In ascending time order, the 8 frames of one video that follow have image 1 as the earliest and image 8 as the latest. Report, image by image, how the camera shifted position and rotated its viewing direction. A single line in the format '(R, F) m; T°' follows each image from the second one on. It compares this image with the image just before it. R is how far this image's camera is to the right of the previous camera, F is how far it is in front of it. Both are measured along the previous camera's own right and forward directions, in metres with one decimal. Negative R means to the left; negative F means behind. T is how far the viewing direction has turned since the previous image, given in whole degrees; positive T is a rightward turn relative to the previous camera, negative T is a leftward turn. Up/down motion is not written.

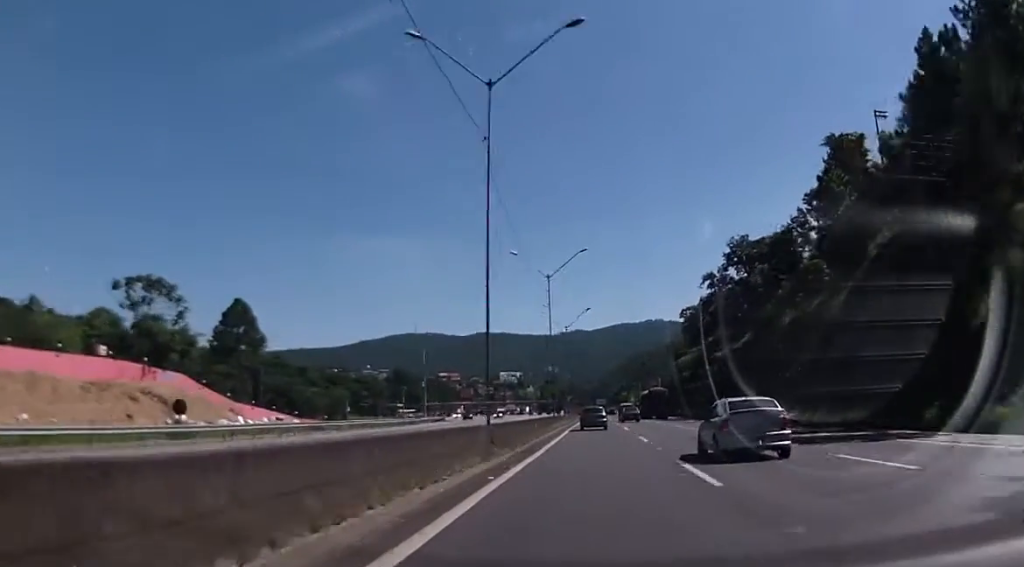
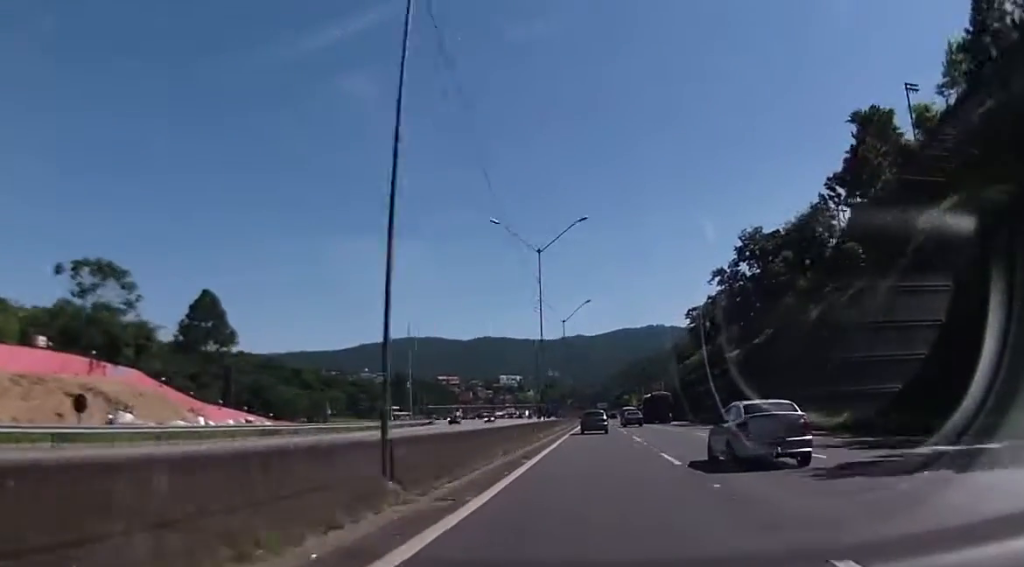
(-0.1, +10.3) m; 0°
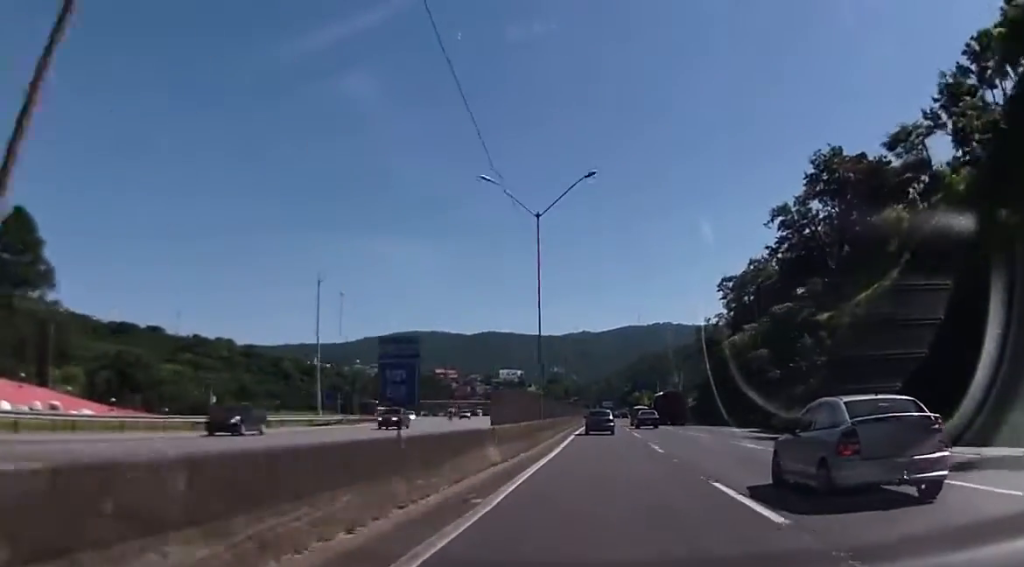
(+0.3, +41.1) m; +1°
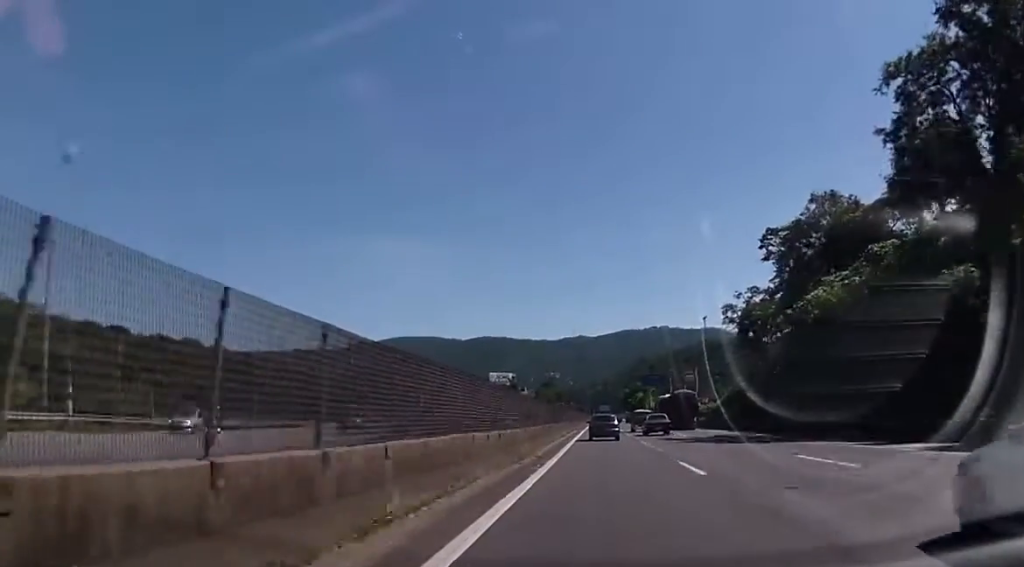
(+0.1, +40.7) m; 0°
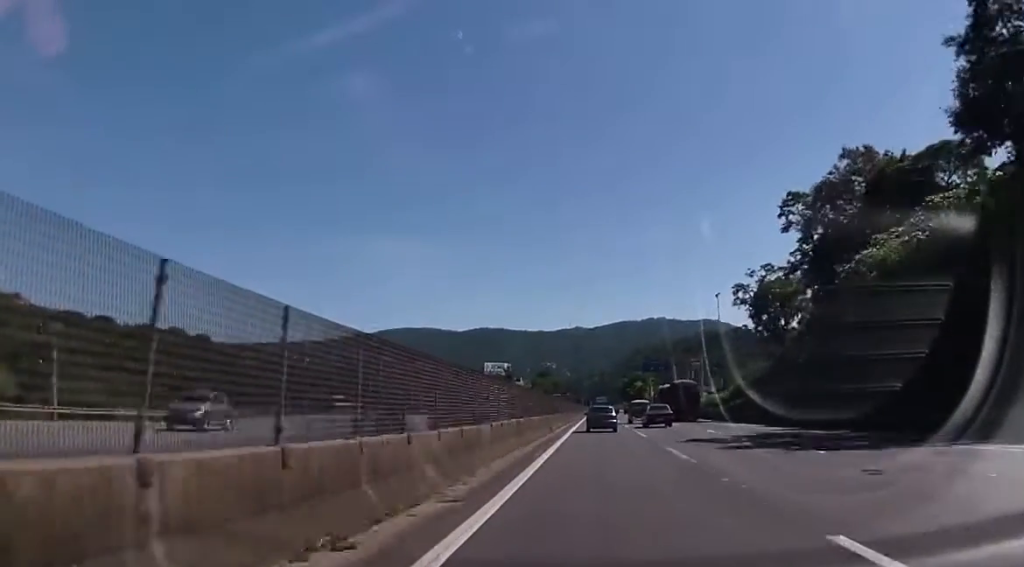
(-0.1, +13.6) m; 0°
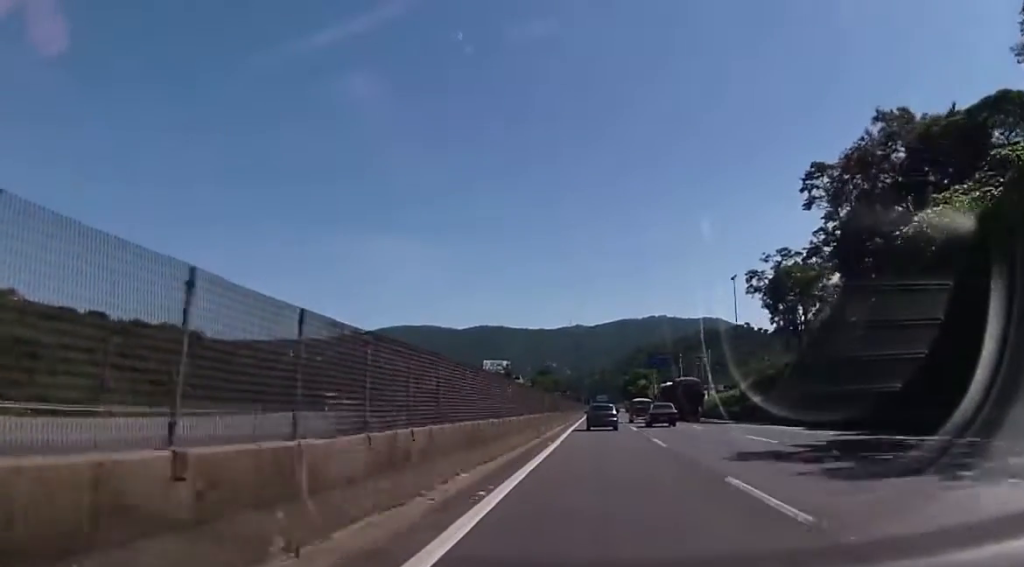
(0.0, +10.2) m; 0°
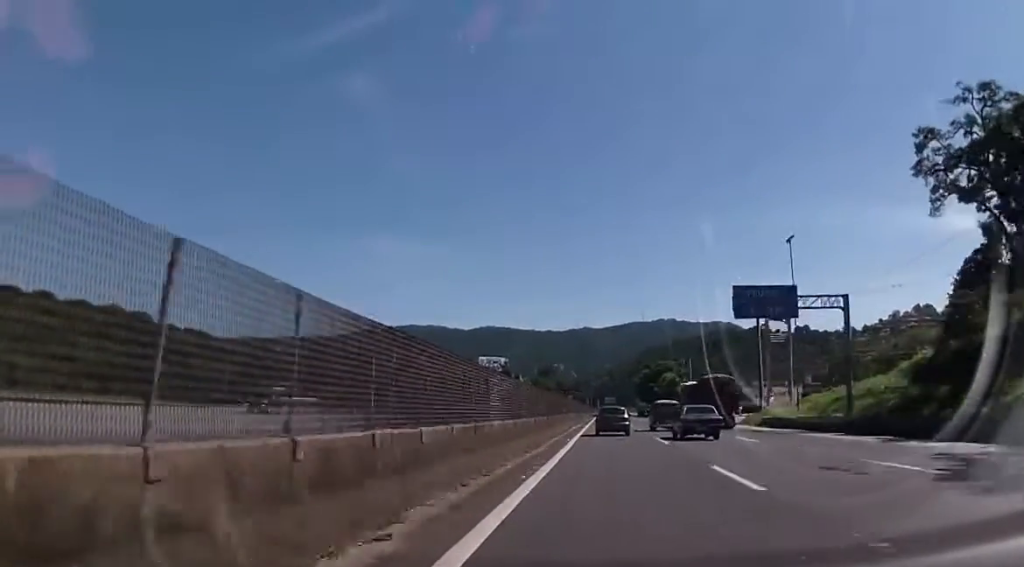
(-0.7, +60.6) m; -1°
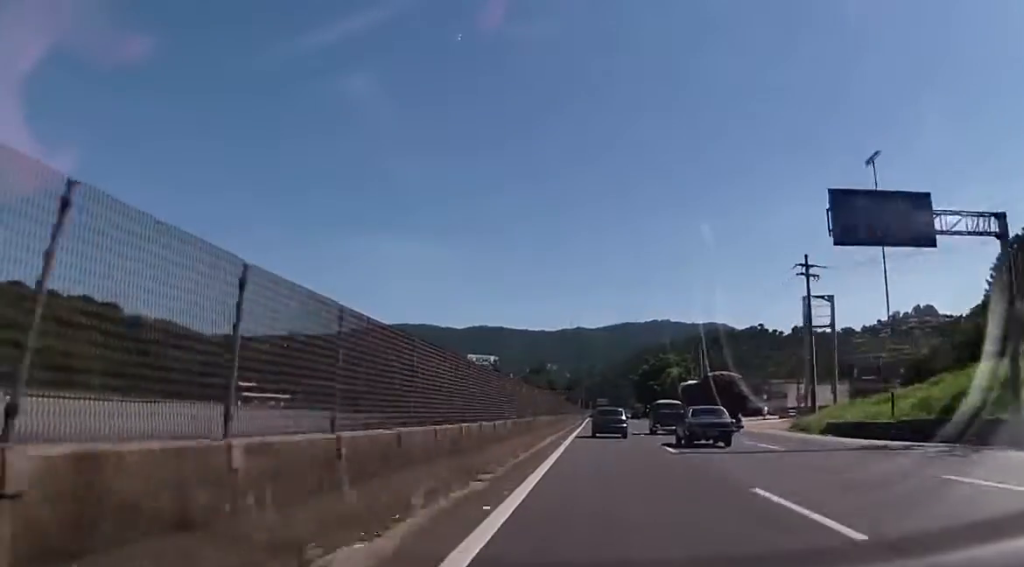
(0.0, +20.5) m; +1°
